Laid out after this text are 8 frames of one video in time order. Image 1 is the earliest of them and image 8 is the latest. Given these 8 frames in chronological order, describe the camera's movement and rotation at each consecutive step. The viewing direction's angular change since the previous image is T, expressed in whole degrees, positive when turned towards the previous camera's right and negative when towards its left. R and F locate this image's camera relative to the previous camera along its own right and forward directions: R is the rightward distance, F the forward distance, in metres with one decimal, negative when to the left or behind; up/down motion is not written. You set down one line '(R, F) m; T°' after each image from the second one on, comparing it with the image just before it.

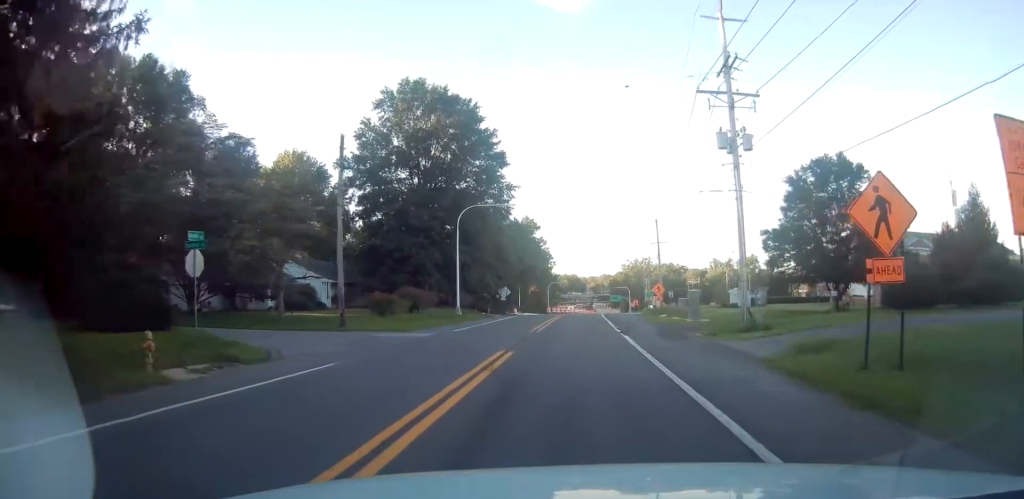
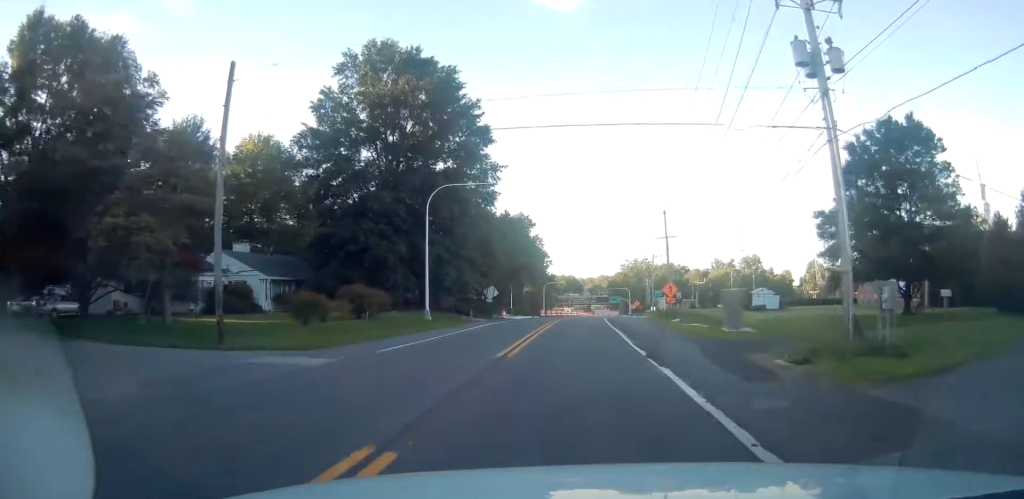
(0.0, +10.1) m; 0°
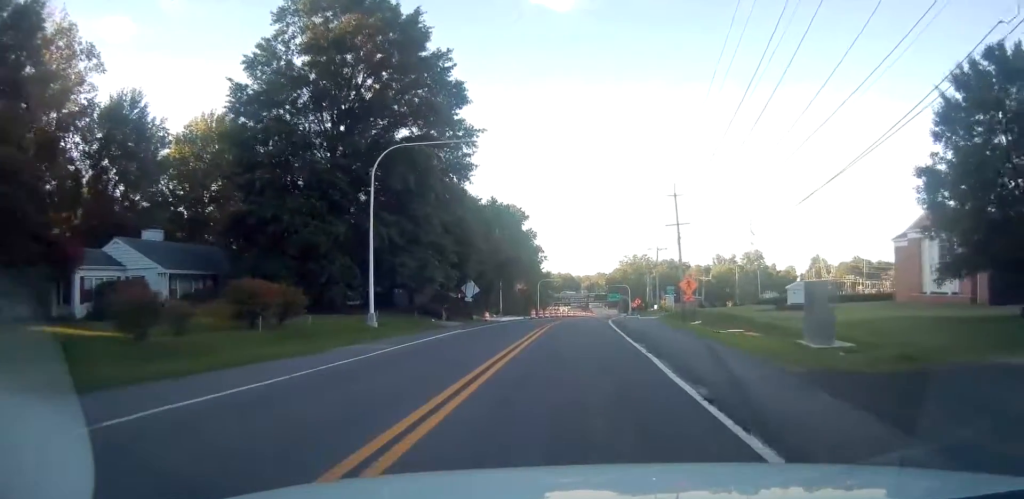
(0.0, +11.0) m; 0°
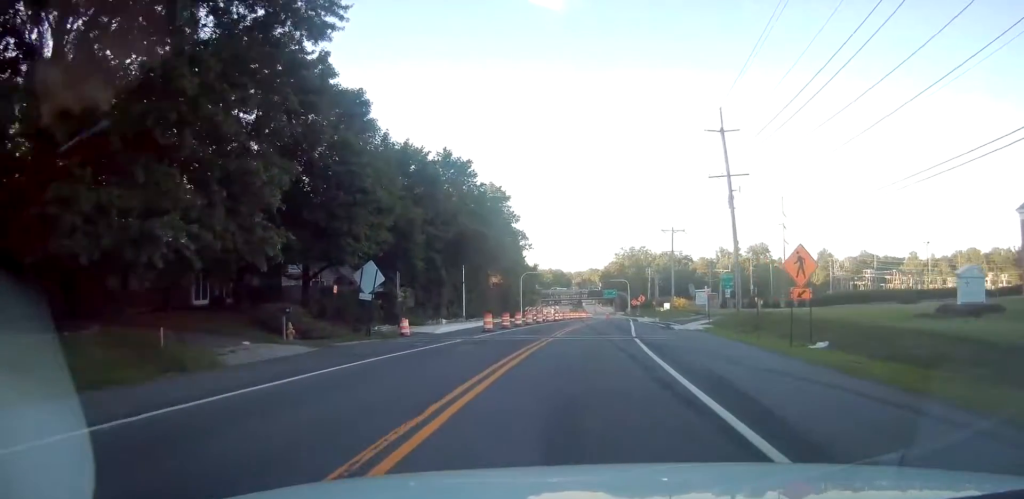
(+0.1, +25.0) m; 0°
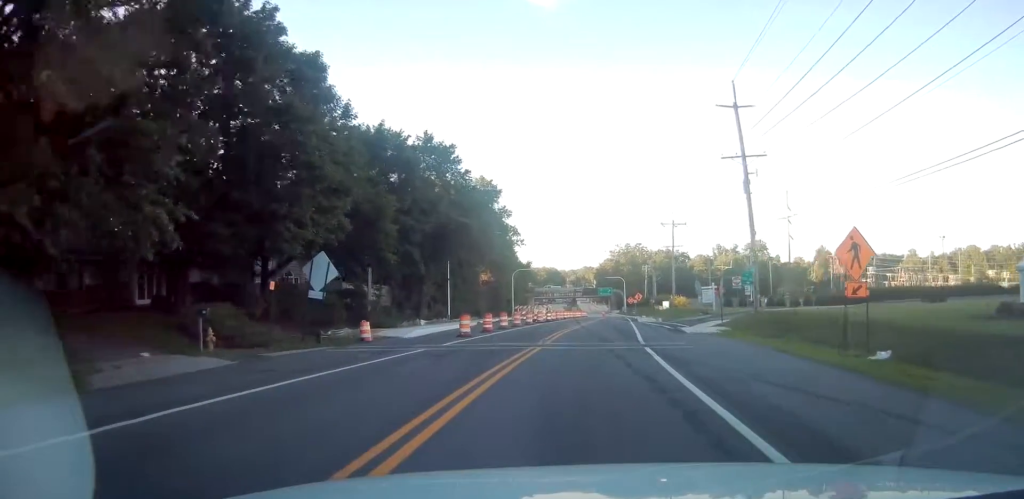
(0.0, +5.4) m; 0°
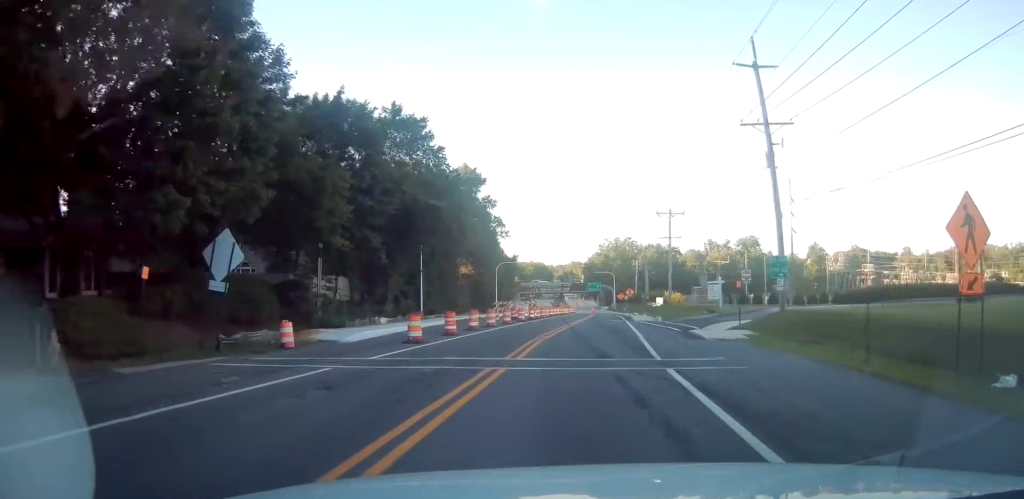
(0.0, +6.2) m; +1°
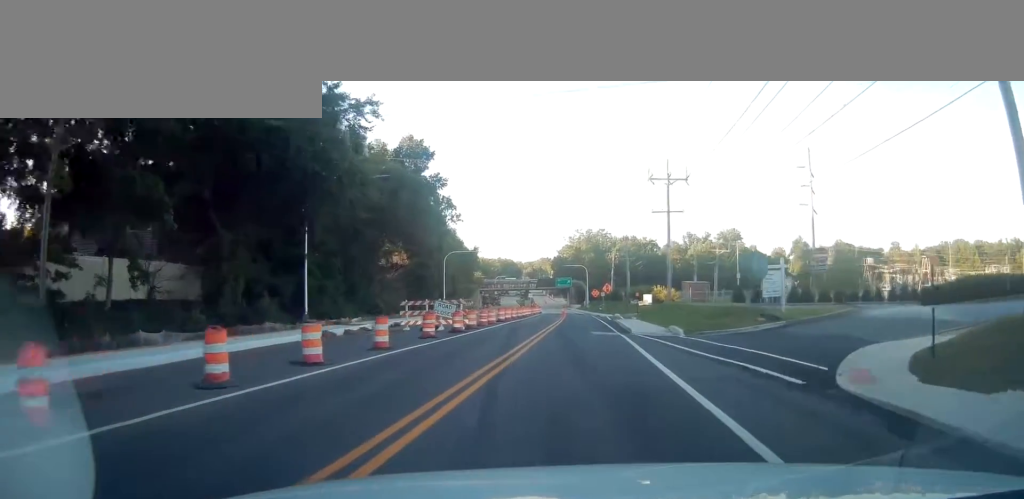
(+0.4, +19.4) m; +2°
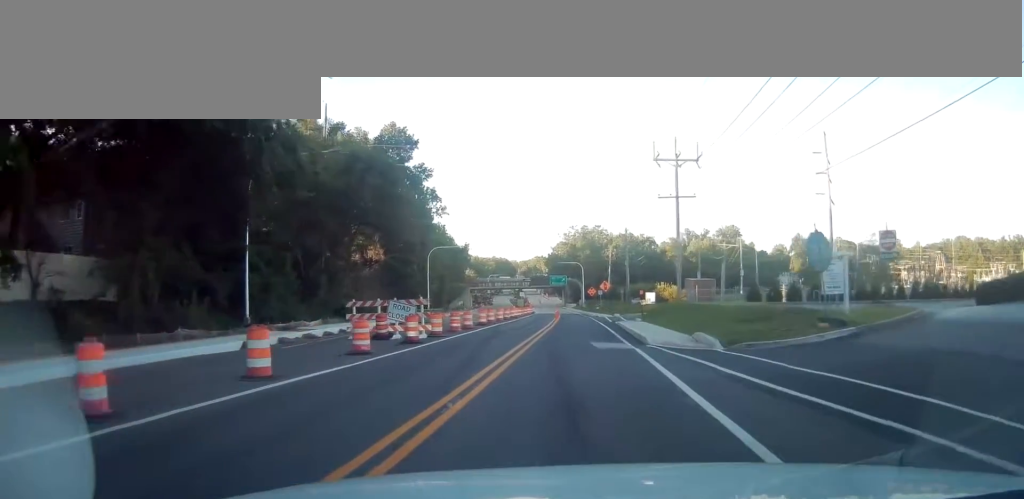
(0.0, +6.5) m; +1°
